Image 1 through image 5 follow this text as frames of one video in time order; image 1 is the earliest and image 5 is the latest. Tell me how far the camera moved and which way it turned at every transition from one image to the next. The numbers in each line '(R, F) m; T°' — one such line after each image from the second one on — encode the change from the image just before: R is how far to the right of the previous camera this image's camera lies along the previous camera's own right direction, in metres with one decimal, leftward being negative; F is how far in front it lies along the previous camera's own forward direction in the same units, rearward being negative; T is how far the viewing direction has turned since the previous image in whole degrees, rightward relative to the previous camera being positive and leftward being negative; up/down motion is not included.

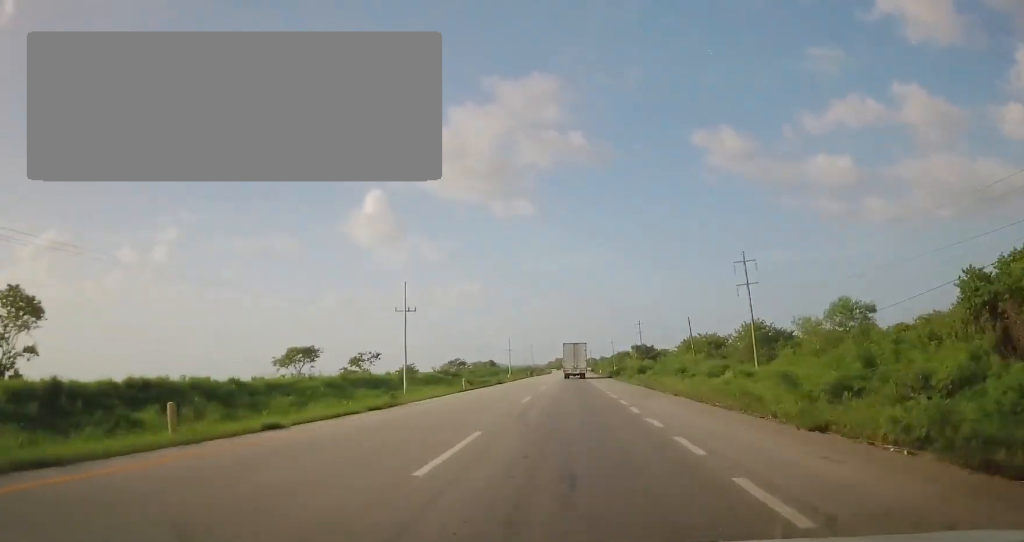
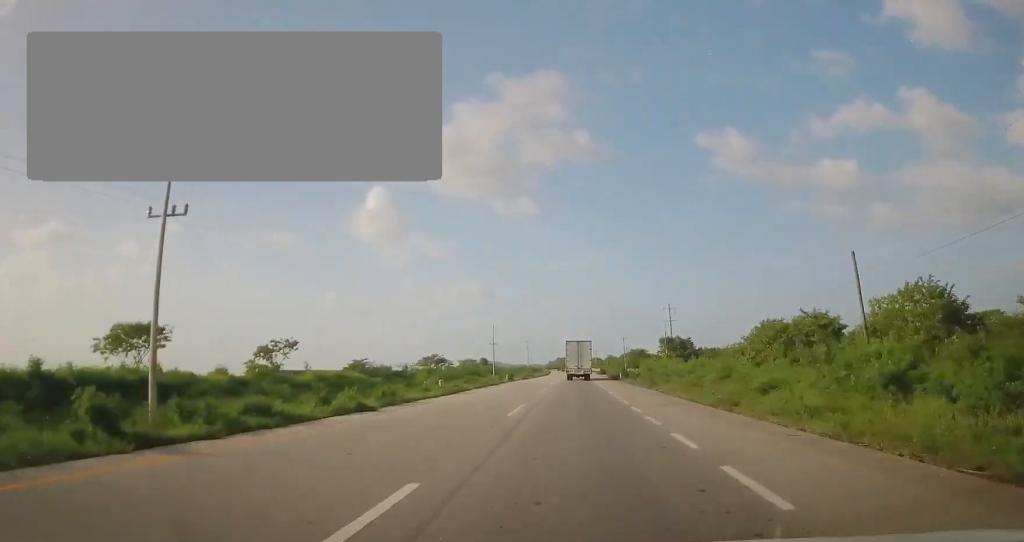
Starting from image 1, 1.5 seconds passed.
(+0.8, +36.7) m; +1°
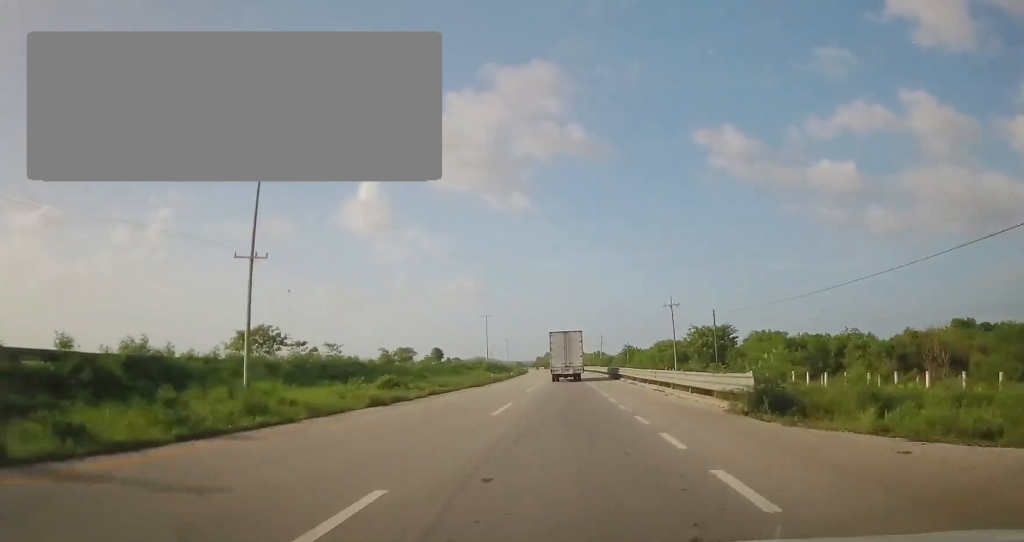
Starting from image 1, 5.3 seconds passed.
(-0.7, +92.7) m; -1°
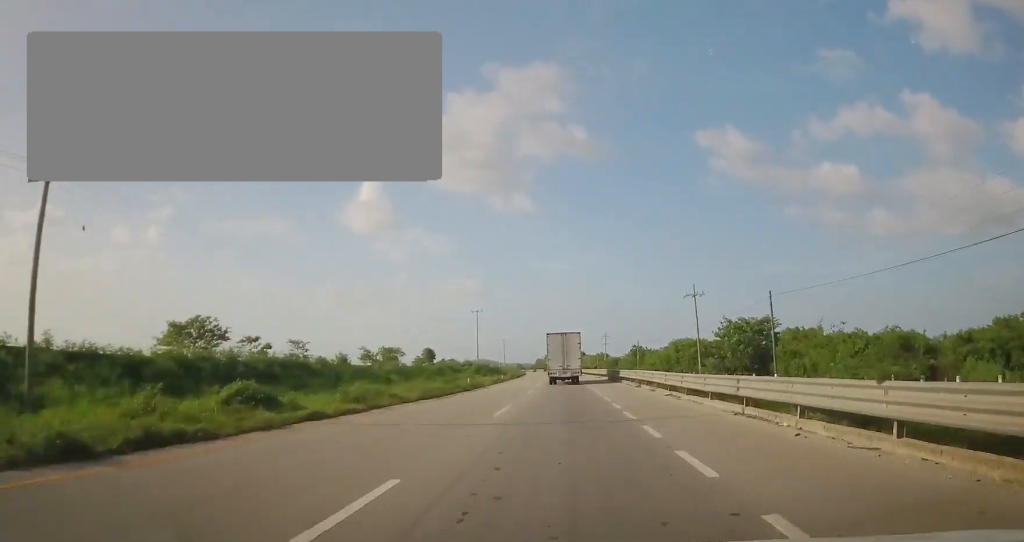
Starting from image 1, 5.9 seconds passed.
(-0.1, +14.7) m; 0°
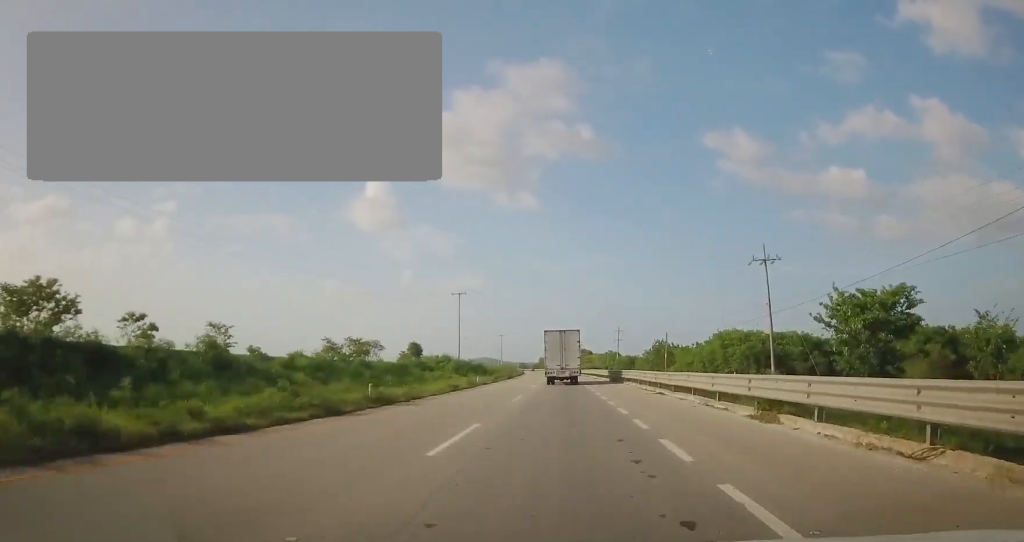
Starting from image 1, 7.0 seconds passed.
(+0.1, +23.7) m; 0°
